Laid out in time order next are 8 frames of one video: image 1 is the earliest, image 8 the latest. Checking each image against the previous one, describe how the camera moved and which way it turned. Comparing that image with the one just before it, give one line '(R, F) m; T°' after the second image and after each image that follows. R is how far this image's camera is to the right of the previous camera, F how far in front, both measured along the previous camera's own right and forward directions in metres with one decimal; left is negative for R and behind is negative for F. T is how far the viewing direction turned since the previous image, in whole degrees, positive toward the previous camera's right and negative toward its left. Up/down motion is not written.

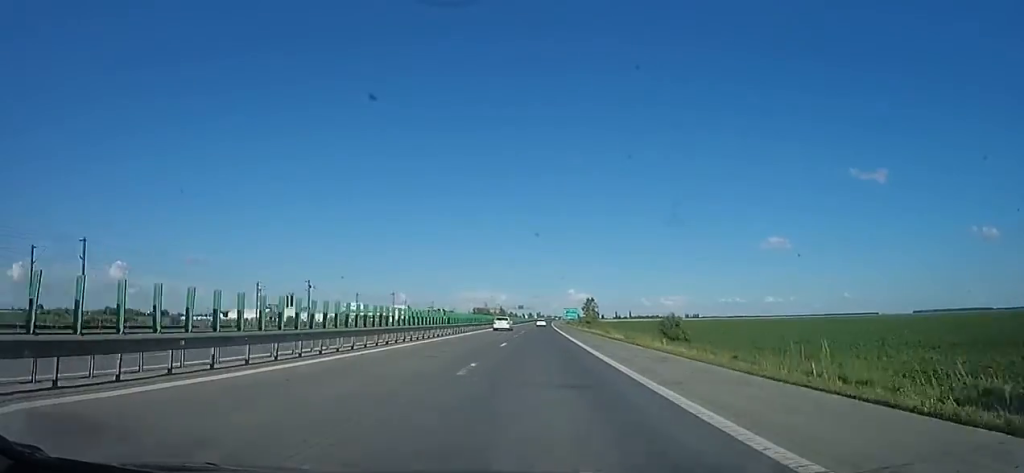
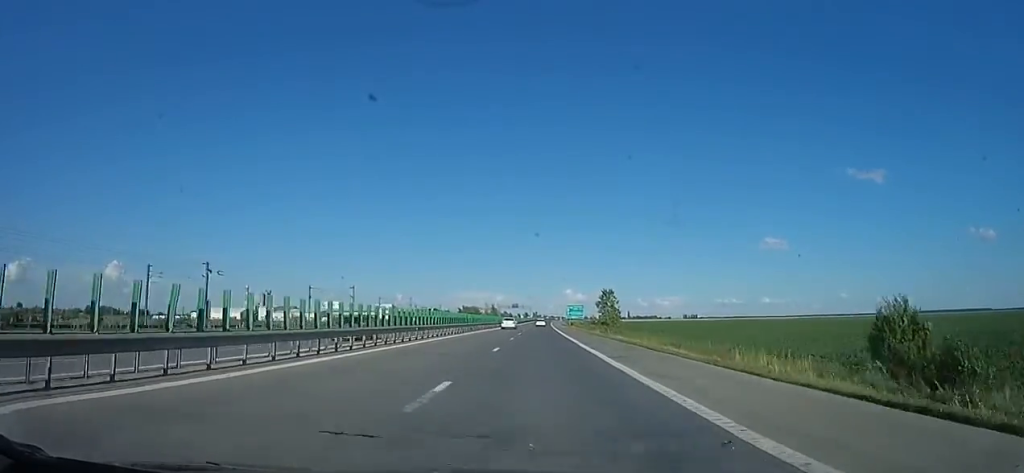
(-1.2, +28.8) m; -2°
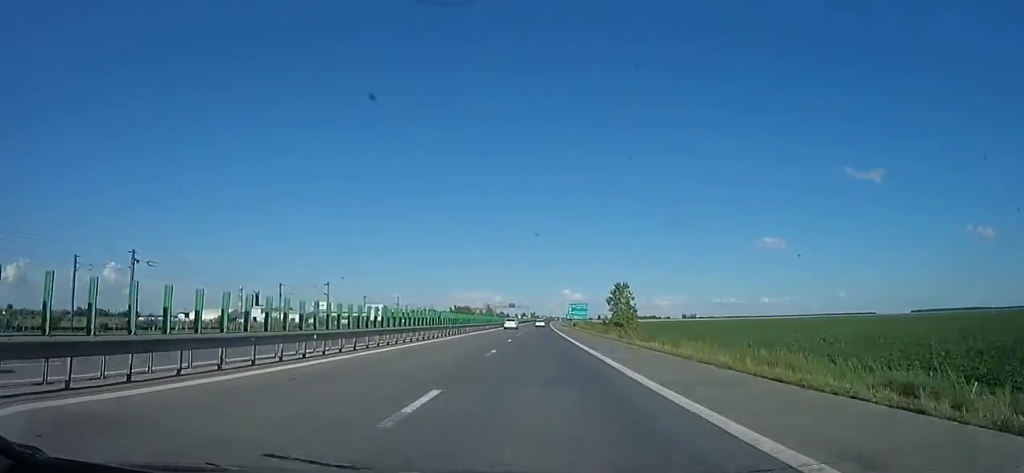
(0.0, +13.1) m; 0°
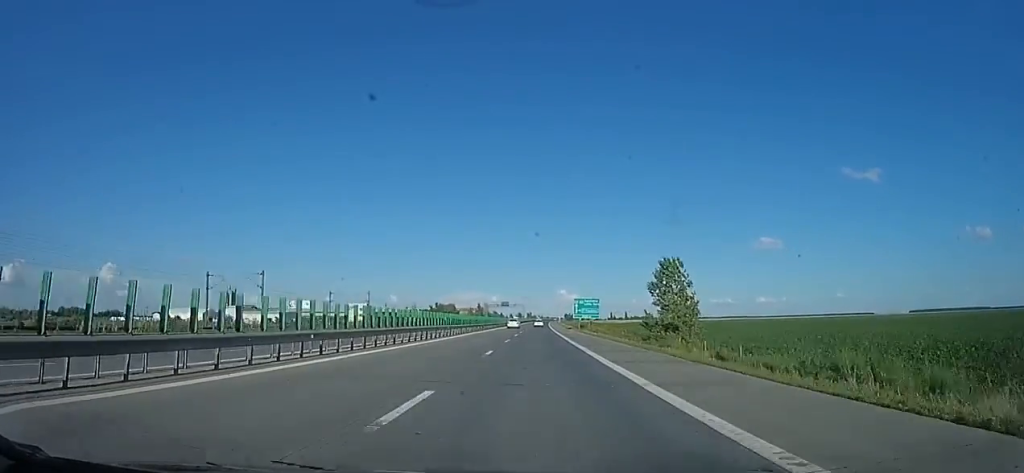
(0.0, +24.0) m; 0°
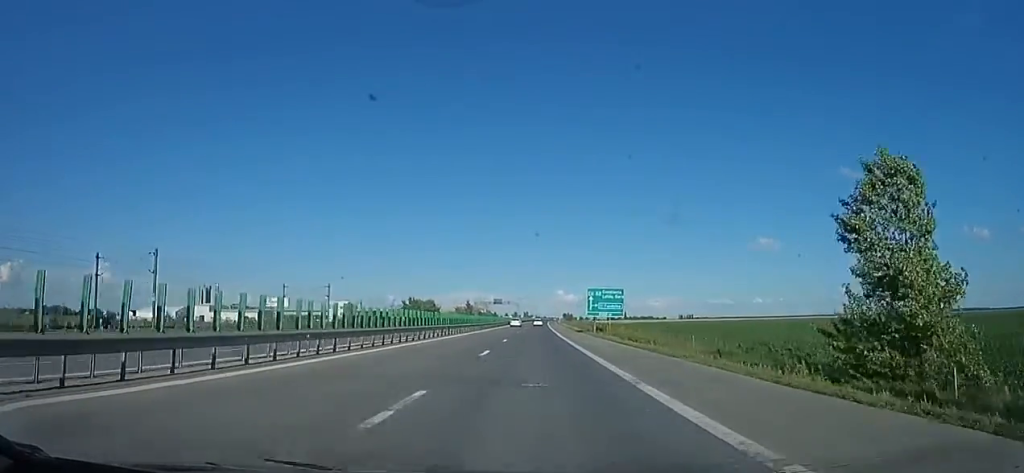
(0.0, +24.0) m; 0°
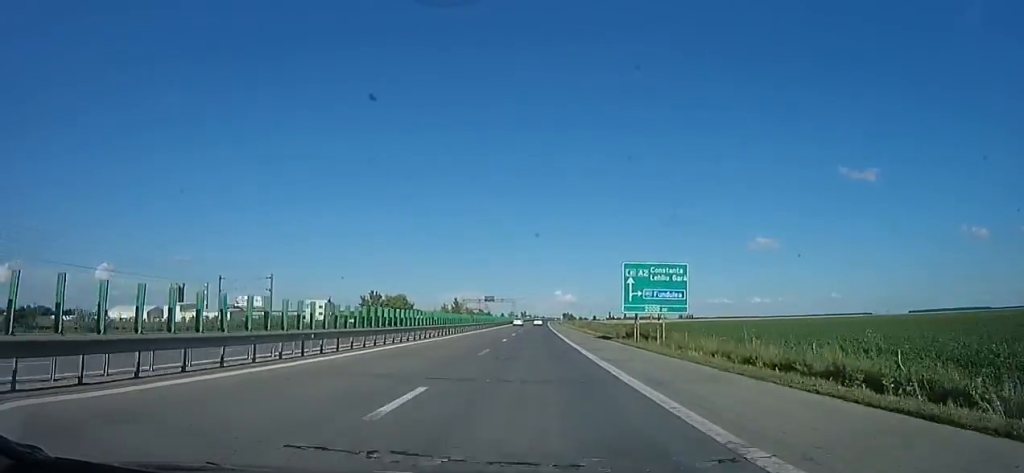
(+0.2, +23.3) m; +2°
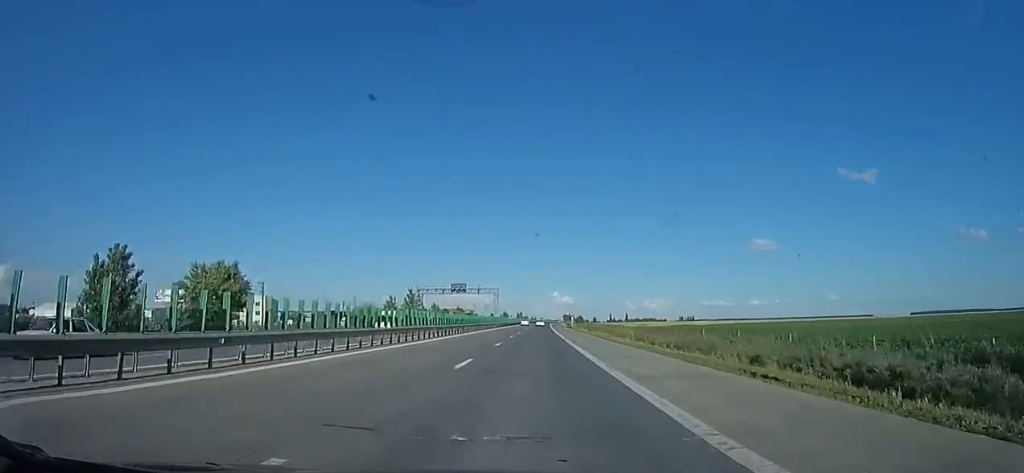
(+0.9, +52.6) m; 0°
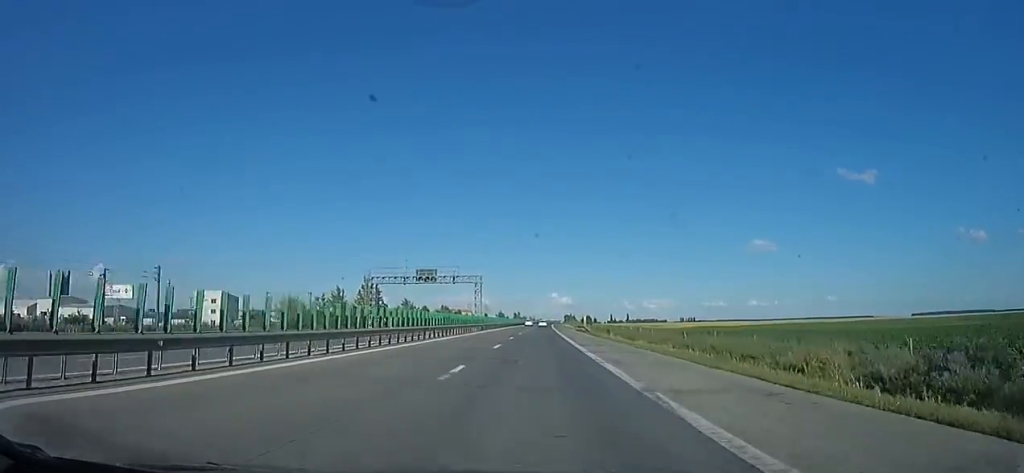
(-0.6, +26.3) m; 0°
